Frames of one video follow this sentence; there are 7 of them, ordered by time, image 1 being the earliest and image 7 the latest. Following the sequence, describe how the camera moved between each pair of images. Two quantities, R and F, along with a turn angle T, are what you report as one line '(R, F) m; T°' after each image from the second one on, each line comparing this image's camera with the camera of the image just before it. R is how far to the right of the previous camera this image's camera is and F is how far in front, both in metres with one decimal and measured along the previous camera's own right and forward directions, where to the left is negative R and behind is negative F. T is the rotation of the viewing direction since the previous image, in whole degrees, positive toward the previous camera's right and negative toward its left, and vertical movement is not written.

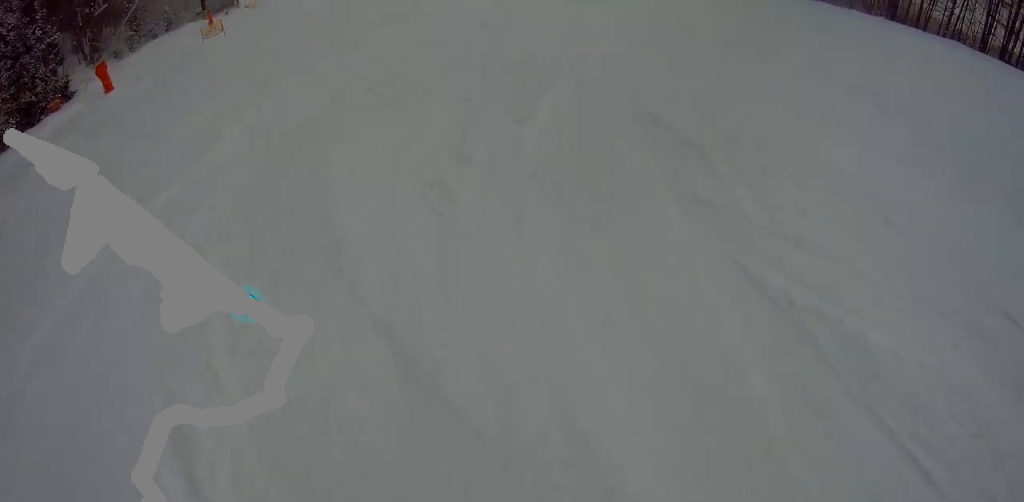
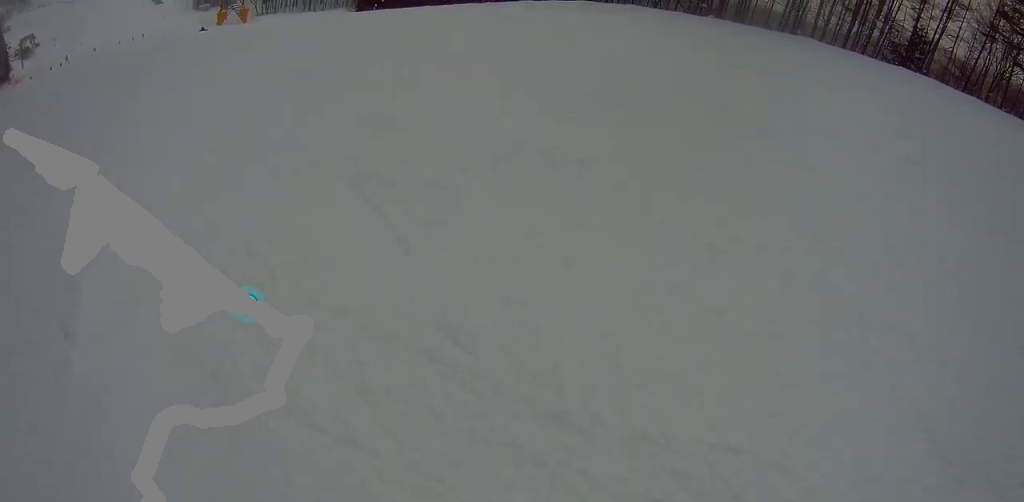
(+2.5, +6.5) m; +57°
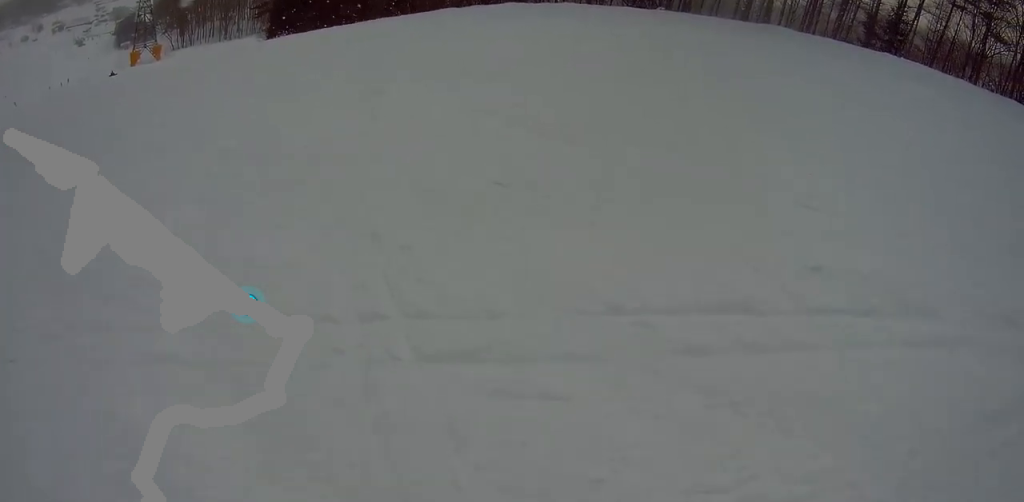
(+2.0, +4.0) m; +16°
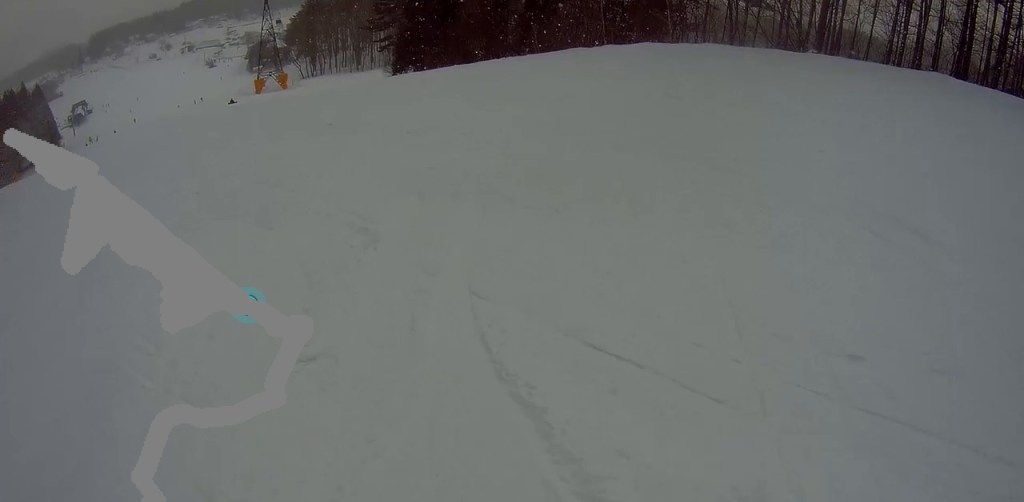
(-0.3, +3.5) m; +3°
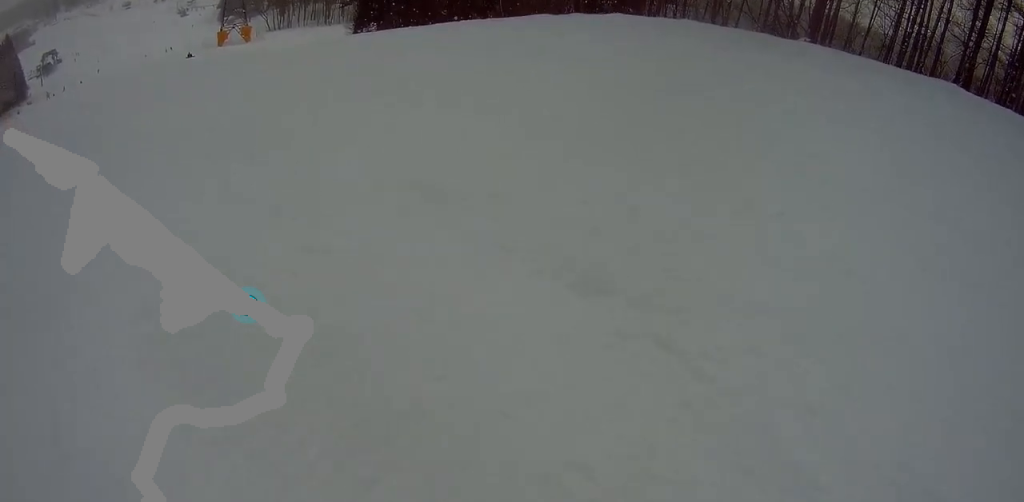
(-0.4, +2.7) m; 0°
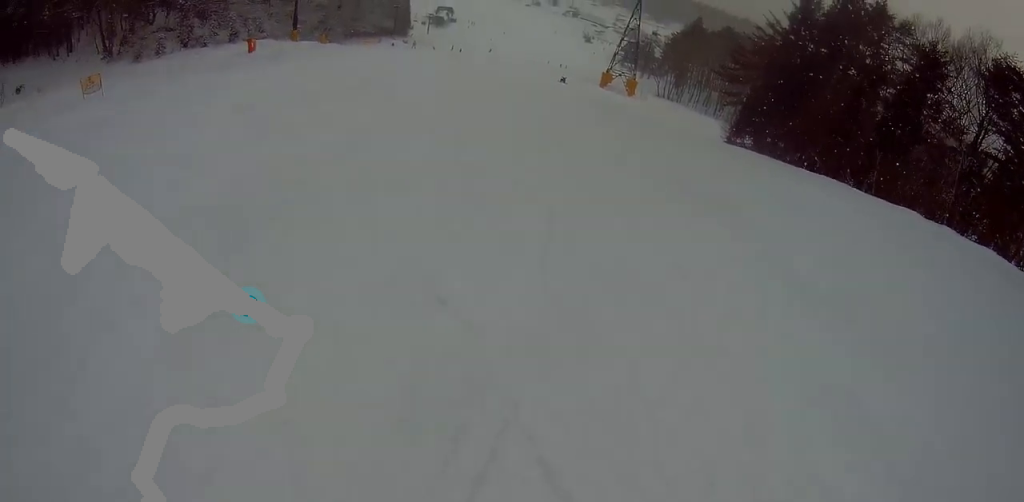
(+0.7, +5.8) m; -11°
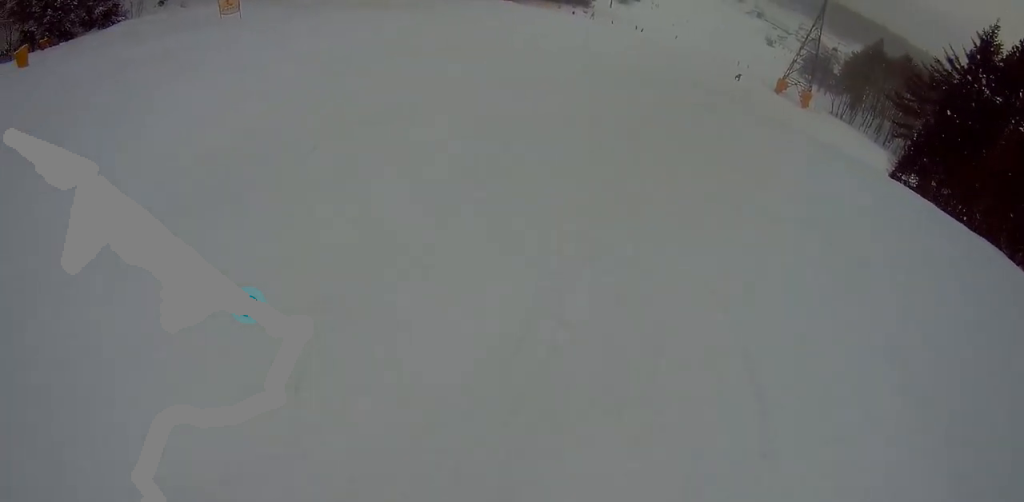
(-0.3, +2.1) m; -13°
